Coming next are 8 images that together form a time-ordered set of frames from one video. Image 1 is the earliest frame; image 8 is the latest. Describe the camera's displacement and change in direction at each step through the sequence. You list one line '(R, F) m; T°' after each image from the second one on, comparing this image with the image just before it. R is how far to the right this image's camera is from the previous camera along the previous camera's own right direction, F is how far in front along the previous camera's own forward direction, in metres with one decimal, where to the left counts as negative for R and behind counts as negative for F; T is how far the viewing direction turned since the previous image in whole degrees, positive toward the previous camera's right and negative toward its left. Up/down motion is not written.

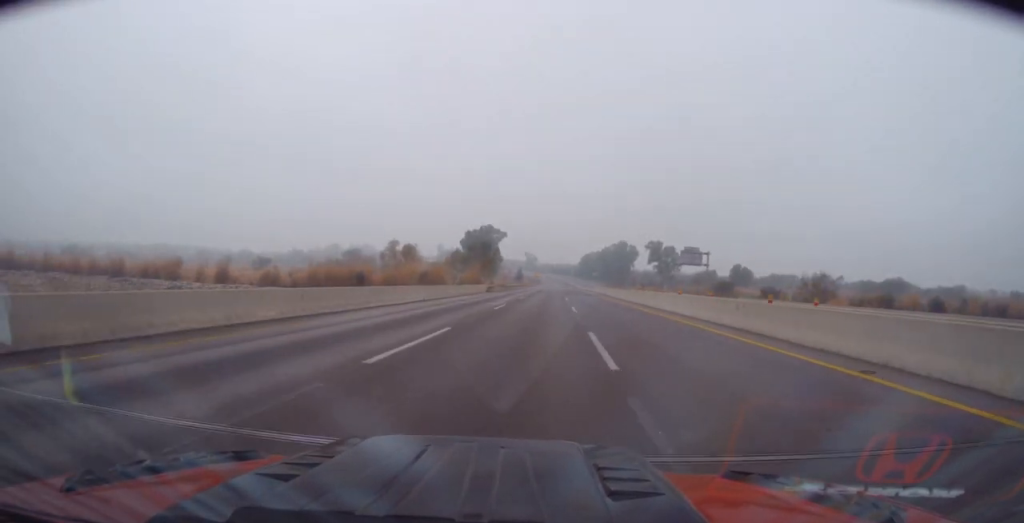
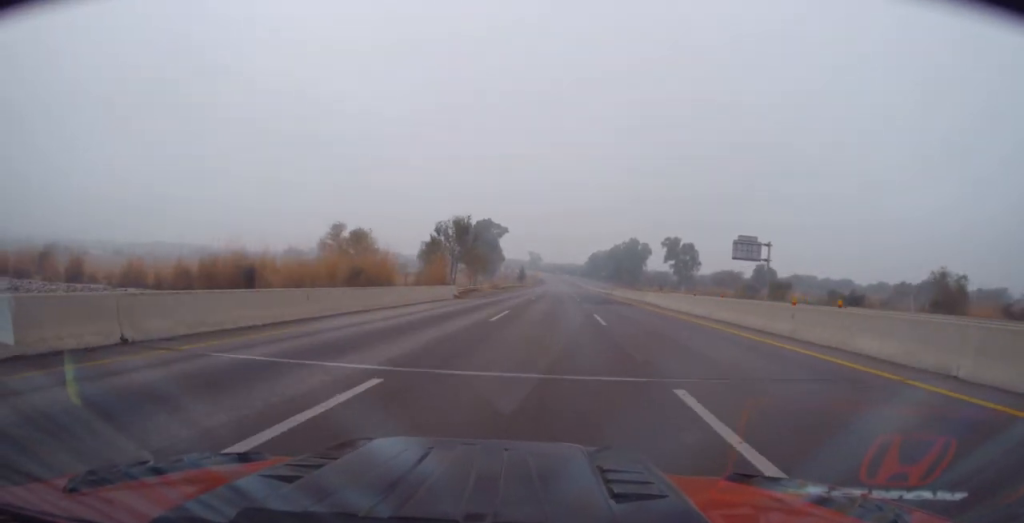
(+0.1, +26.4) m; -1°
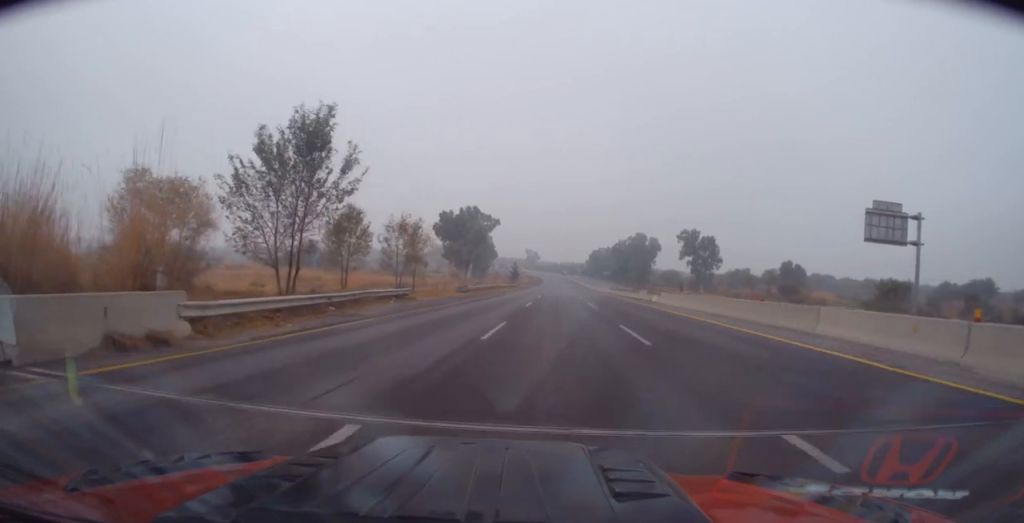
(-0.8, +33.2) m; -1°
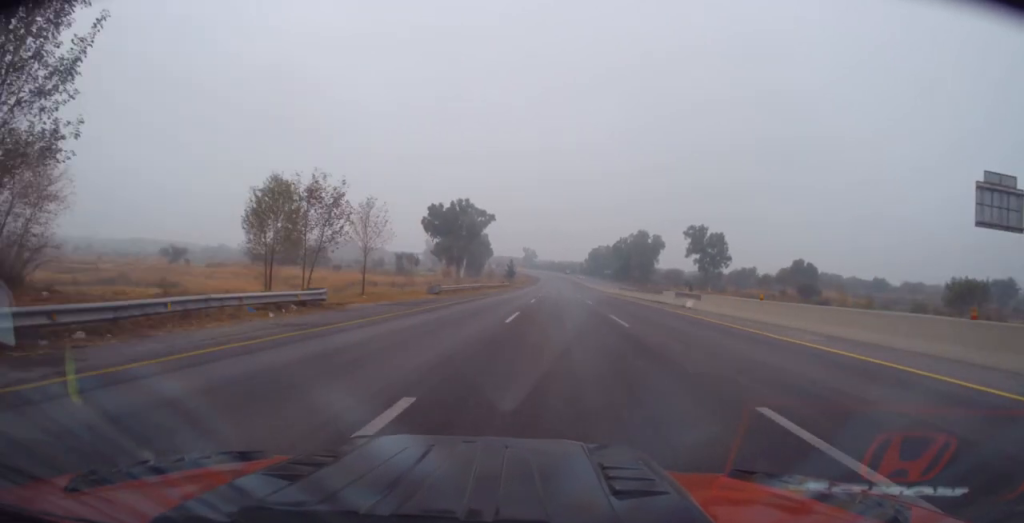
(+0.1, +12.8) m; +1°
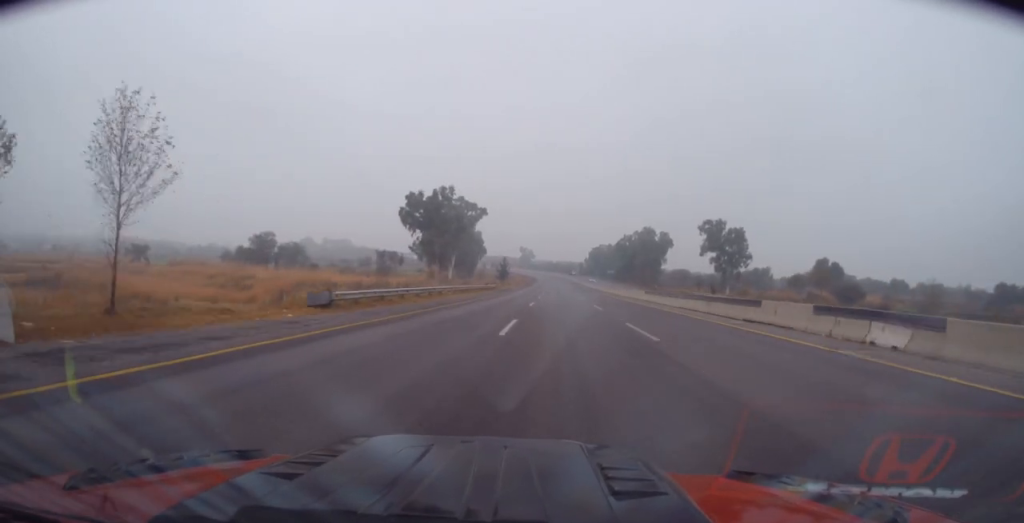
(+0.3, +21.9) m; +1°
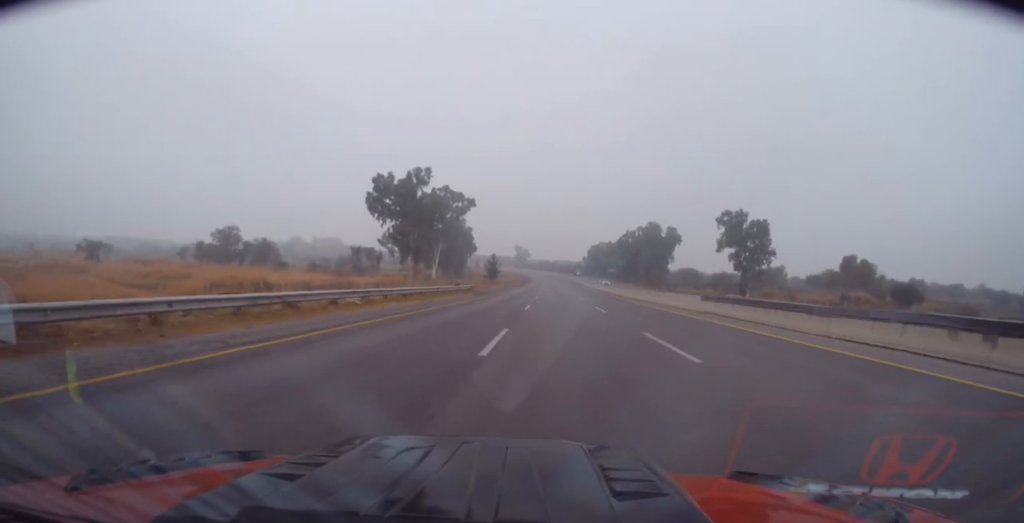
(+0.1, +21.9) m; 0°
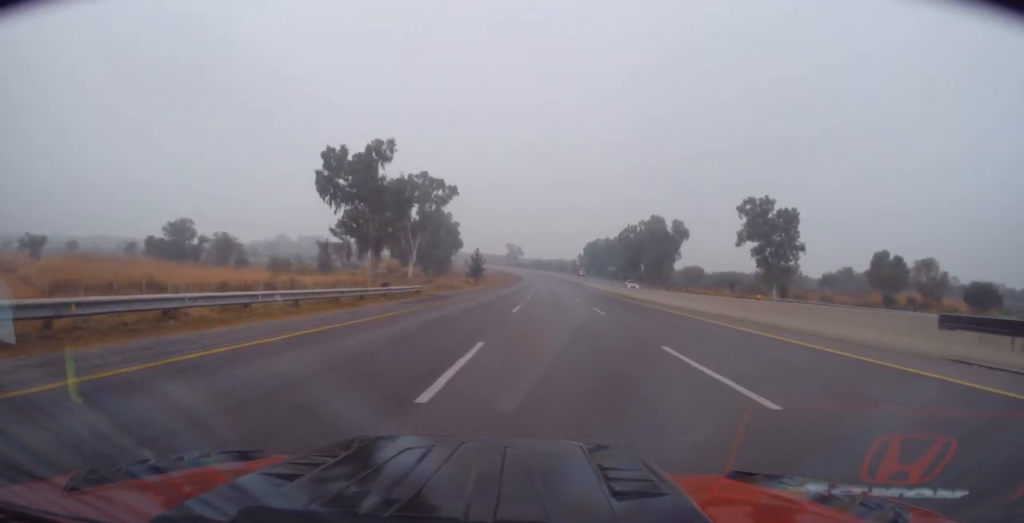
(0.0, +21.9) m; 0°
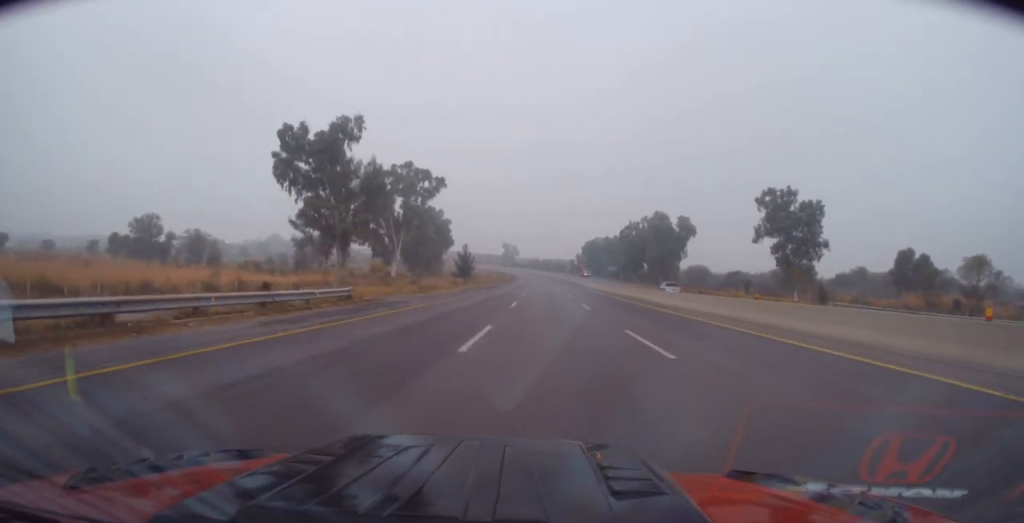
(0.0, +13.6) m; 0°
